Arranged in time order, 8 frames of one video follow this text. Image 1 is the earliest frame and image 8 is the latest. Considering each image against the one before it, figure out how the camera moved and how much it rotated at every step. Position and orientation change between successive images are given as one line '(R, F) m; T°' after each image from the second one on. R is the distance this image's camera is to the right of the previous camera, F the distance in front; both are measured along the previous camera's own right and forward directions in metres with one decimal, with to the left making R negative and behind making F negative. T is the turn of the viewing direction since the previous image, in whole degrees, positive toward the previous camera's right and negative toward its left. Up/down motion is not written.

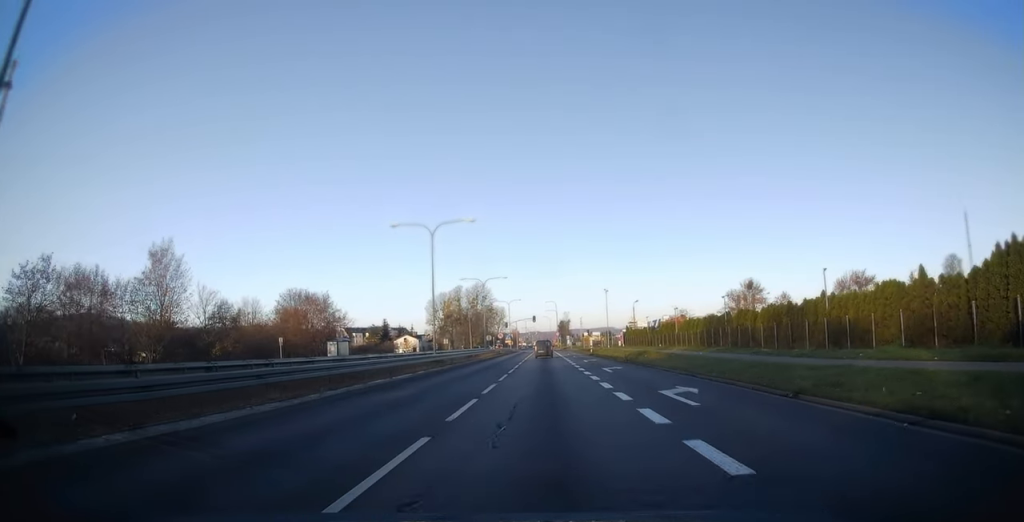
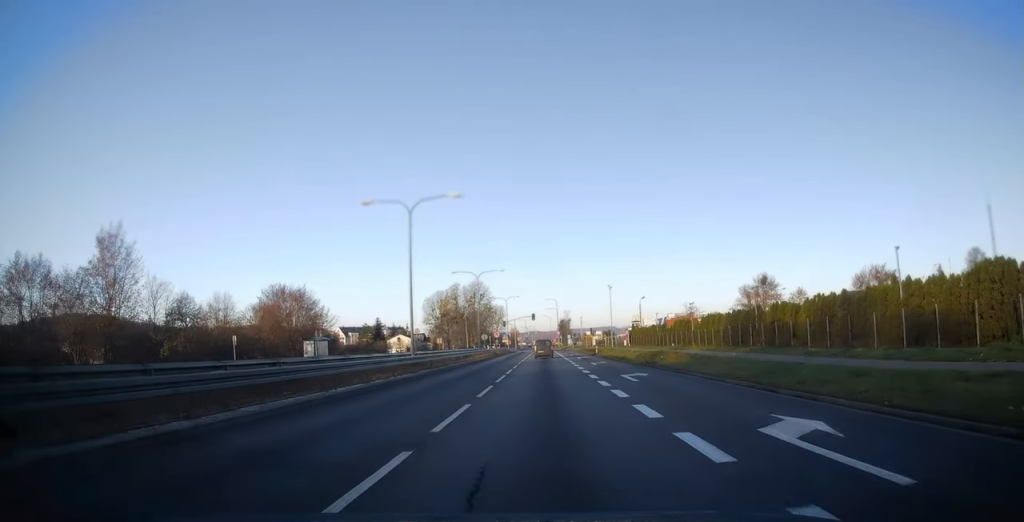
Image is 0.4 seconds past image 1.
(+0.2, +7.4) m; 0°
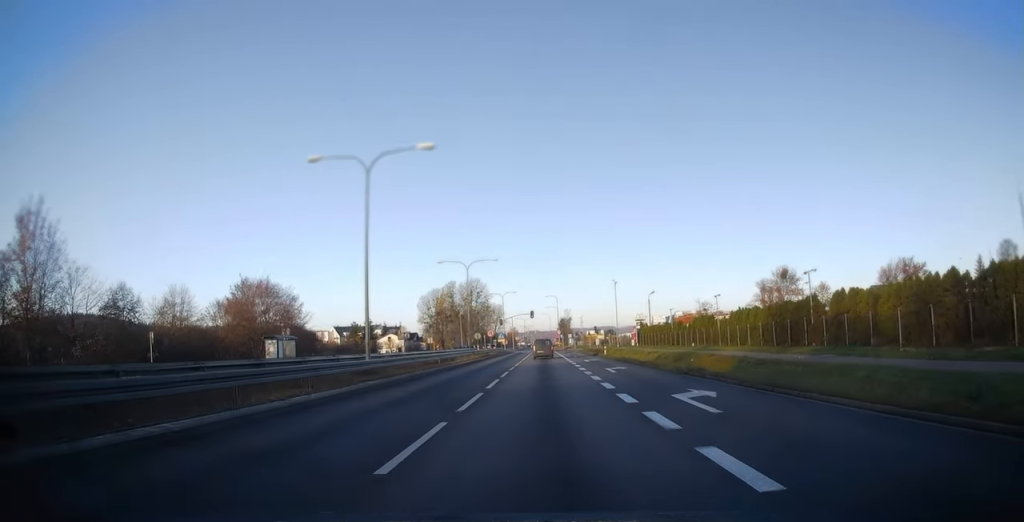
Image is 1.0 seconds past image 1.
(0.0, +9.3) m; 0°
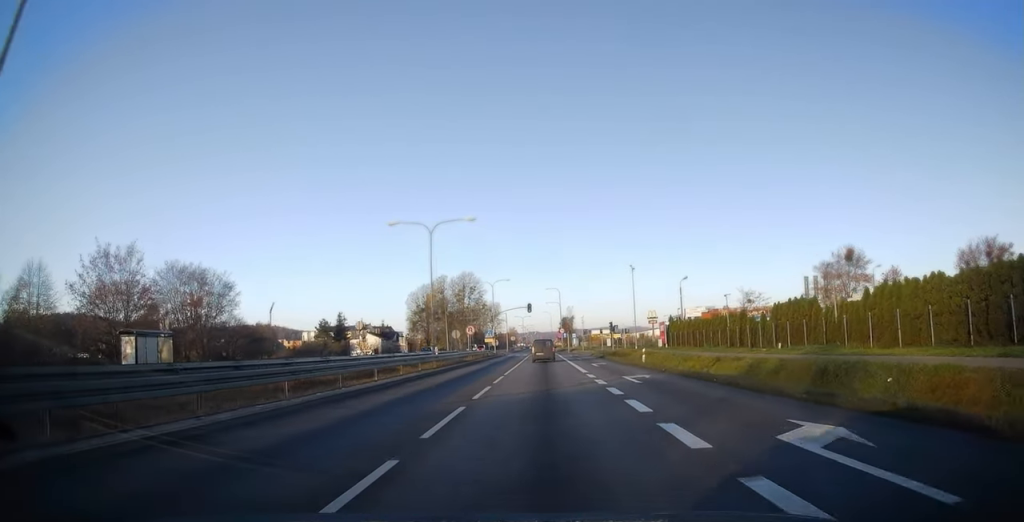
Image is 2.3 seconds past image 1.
(-0.4, +21.5) m; 0°
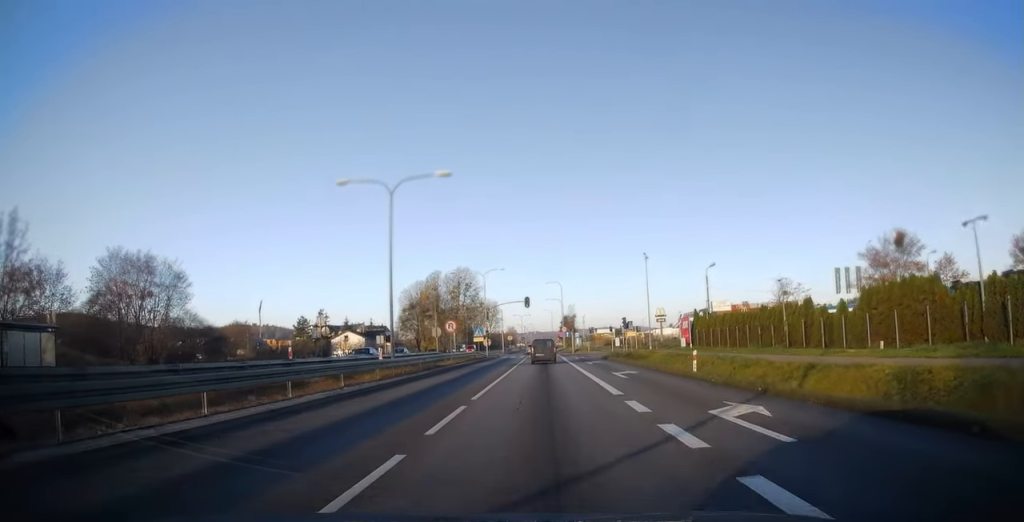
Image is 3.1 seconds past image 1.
(+0.1, +11.9) m; +1°
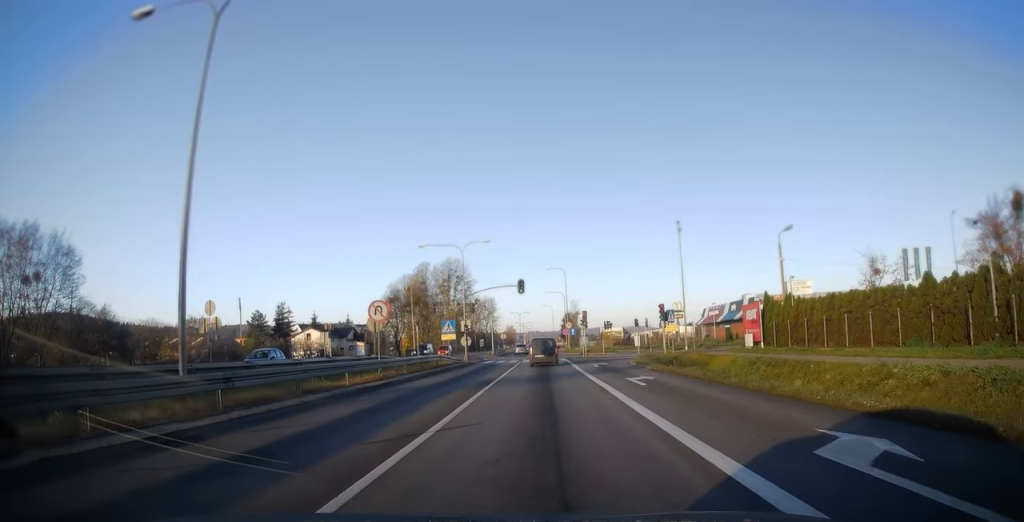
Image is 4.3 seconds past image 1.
(+0.2, +19.8) m; 0°
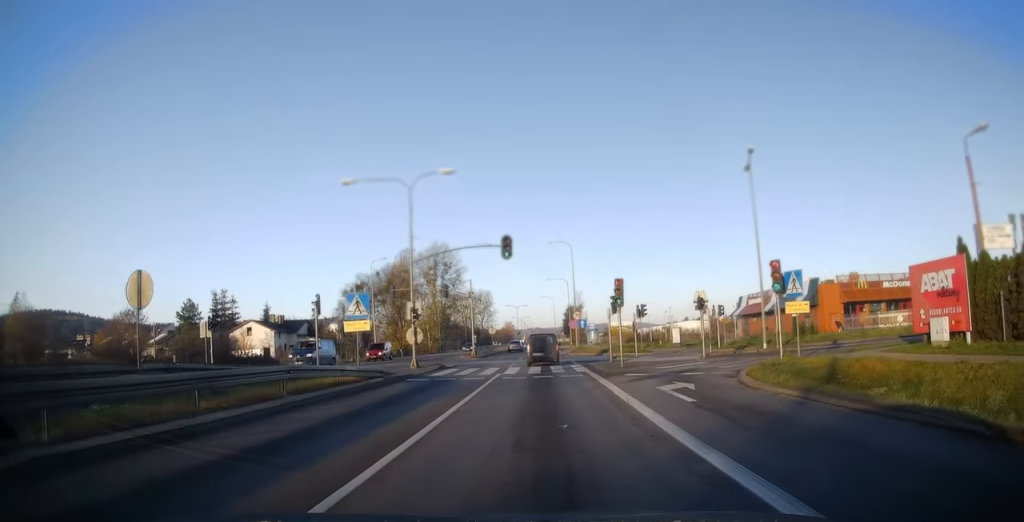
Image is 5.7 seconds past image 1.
(-0.2, +21.2) m; -1°
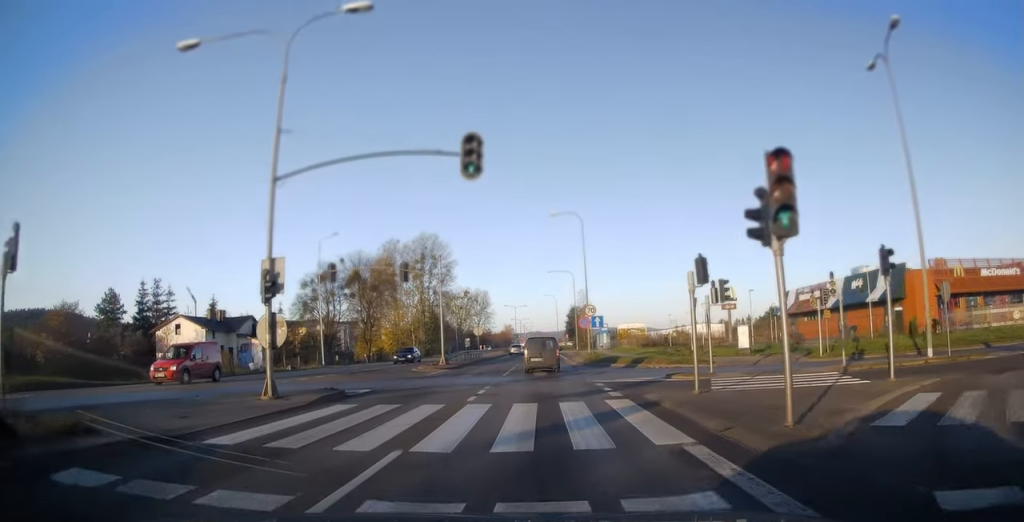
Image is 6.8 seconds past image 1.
(0.0, +17.4) m; 0°
